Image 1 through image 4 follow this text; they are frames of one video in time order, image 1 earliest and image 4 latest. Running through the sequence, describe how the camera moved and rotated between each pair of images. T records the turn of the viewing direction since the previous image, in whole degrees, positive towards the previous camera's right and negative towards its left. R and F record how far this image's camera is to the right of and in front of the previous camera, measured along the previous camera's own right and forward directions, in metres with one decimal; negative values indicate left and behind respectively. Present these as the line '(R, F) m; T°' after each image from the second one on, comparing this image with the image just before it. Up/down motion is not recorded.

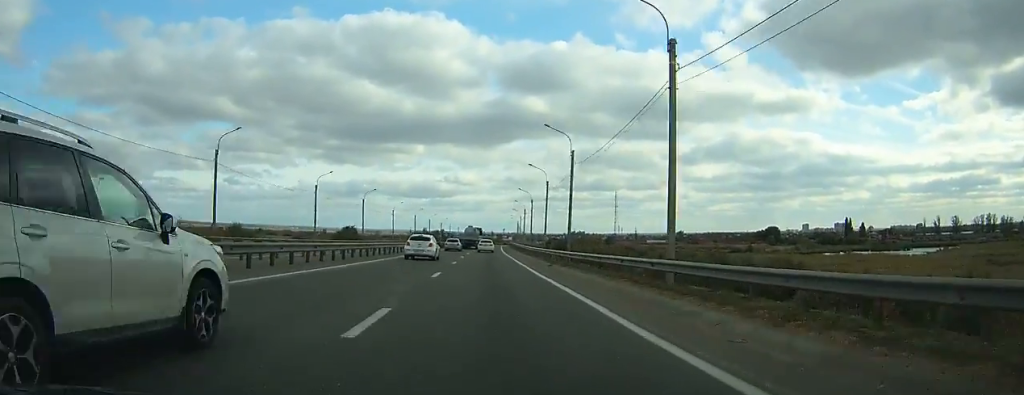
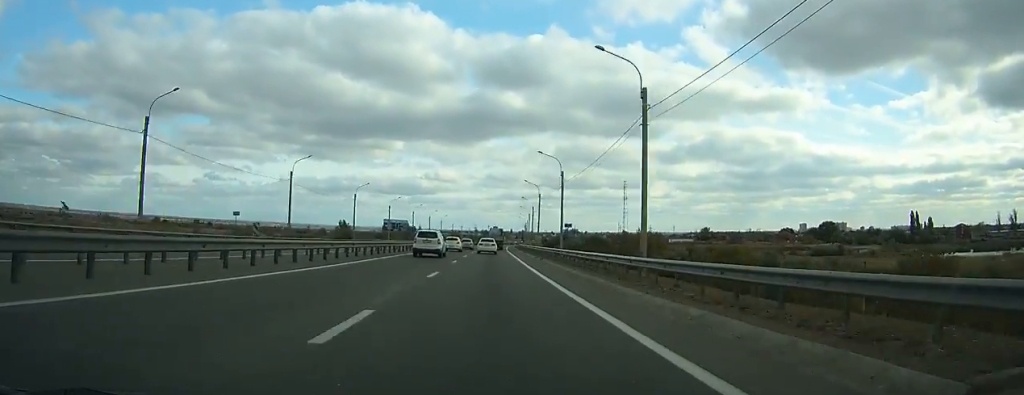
(+2.7, +132.8) m; +2°
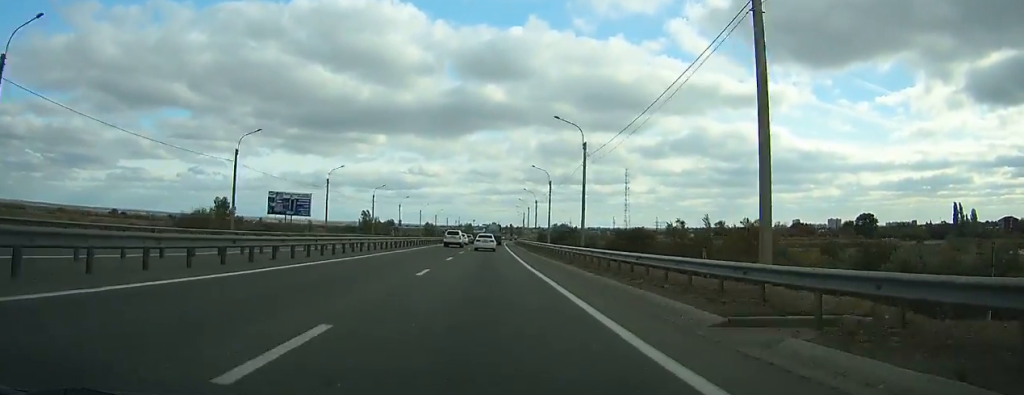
(+0.7, +74.7) m; +1°
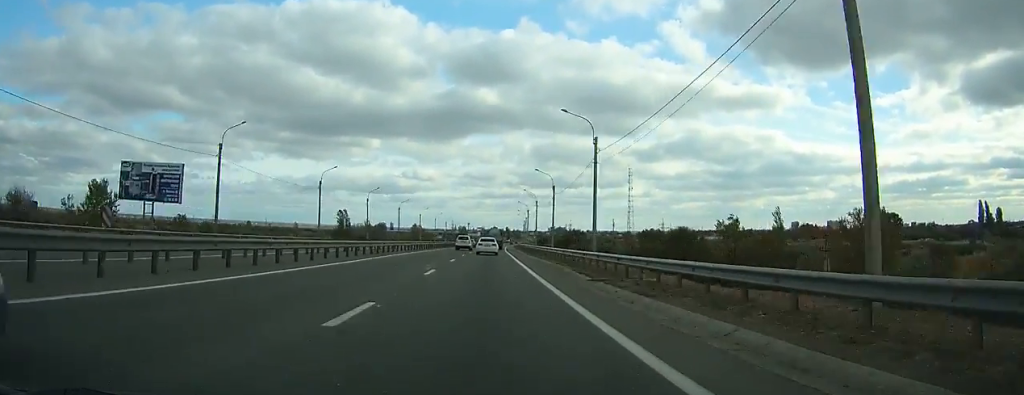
(+0.3, +33.5) m; +1°
